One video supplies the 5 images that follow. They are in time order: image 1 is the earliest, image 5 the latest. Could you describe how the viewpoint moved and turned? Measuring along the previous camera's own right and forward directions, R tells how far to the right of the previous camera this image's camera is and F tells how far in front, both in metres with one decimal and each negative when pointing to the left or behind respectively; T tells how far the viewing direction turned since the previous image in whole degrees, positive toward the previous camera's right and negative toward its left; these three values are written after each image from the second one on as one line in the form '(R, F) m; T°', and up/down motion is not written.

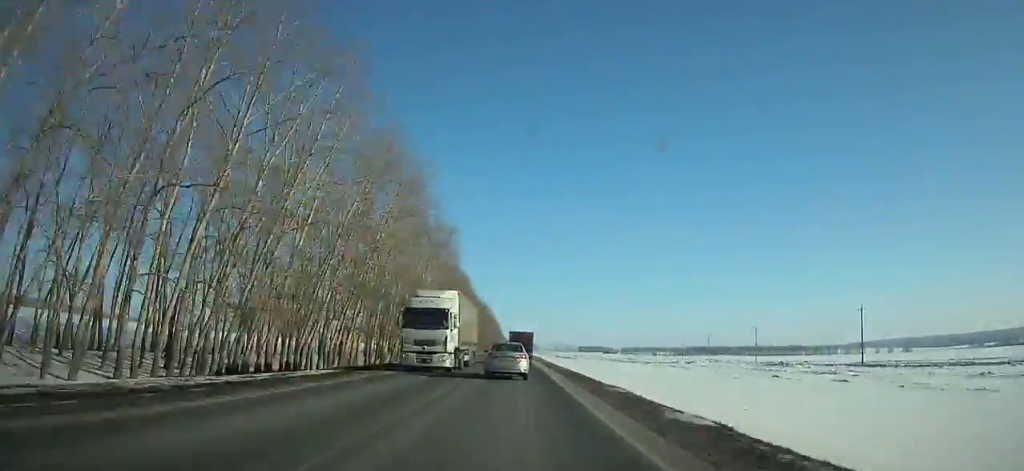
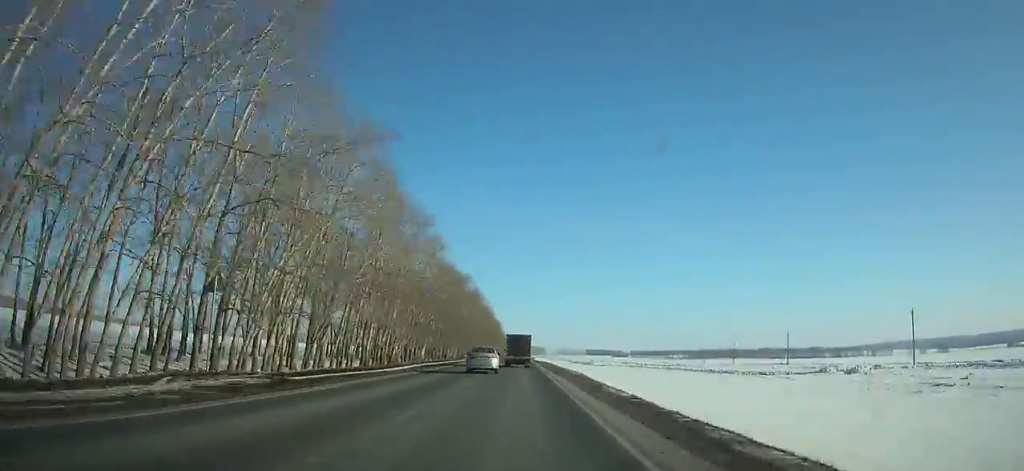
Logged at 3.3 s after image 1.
(-0.3, +69.3) m; 0°
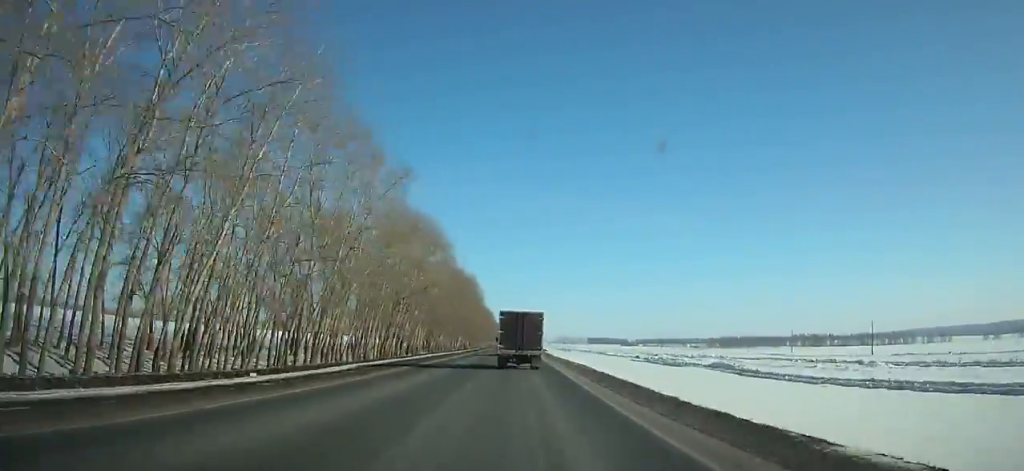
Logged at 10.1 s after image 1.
(+0.1, +154.4) m; 0°
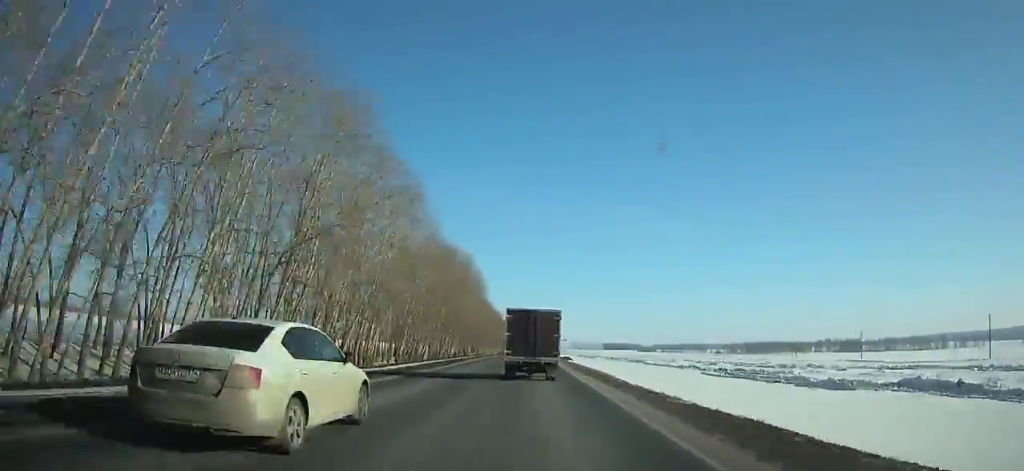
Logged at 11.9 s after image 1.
(-0.1, +43.5) m; 0°
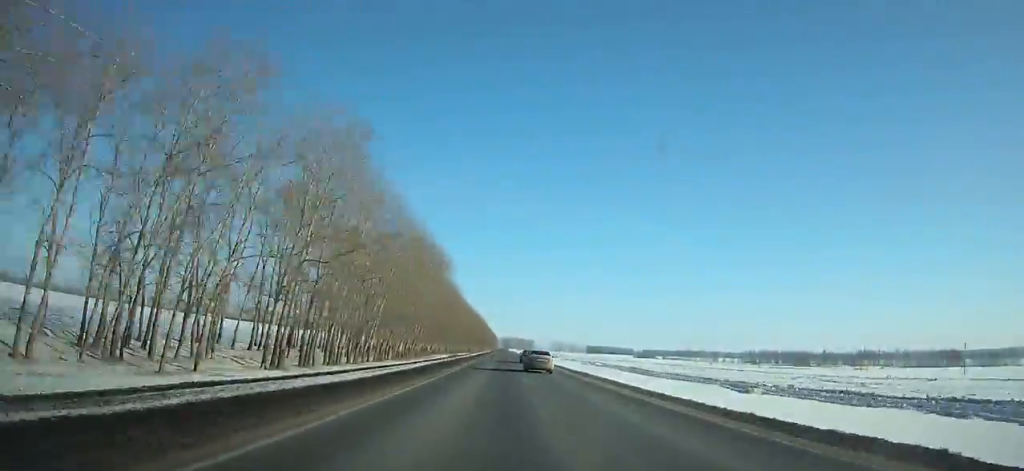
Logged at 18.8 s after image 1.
(+2.2, +178.5) m; +2°
